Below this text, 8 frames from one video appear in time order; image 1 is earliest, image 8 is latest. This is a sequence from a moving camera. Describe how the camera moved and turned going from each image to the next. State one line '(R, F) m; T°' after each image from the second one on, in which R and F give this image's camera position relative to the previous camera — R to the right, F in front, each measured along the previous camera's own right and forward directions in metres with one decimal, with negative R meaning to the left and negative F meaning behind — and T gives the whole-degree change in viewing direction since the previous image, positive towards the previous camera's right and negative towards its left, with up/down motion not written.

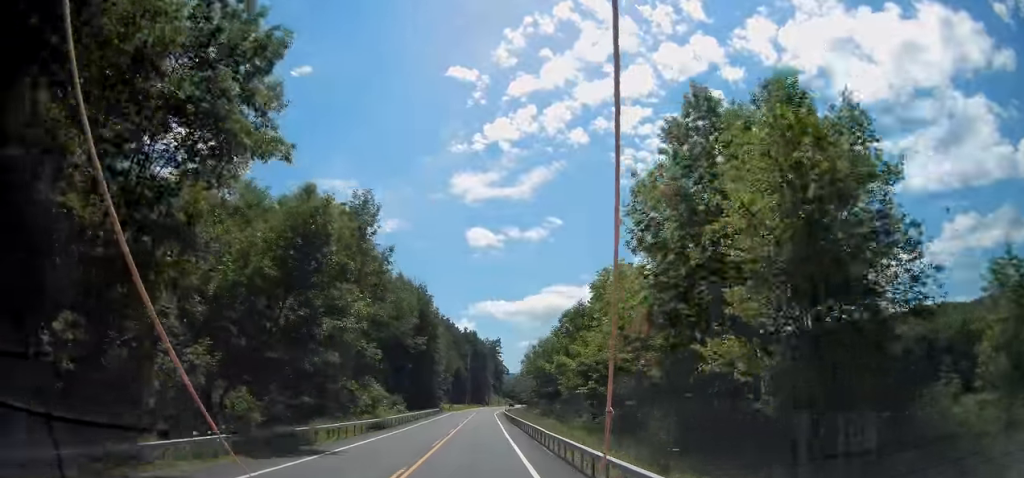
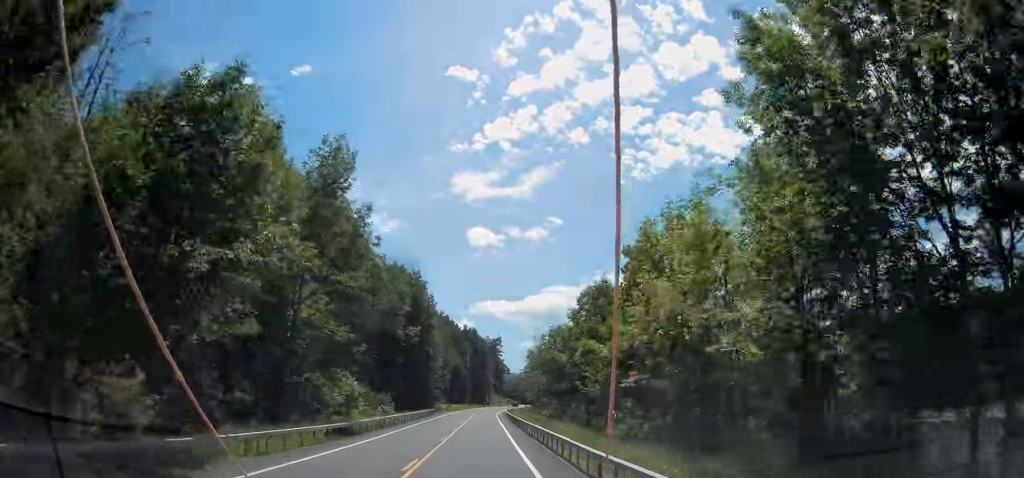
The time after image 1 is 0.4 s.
(+0.1, +9.8) m; 0°
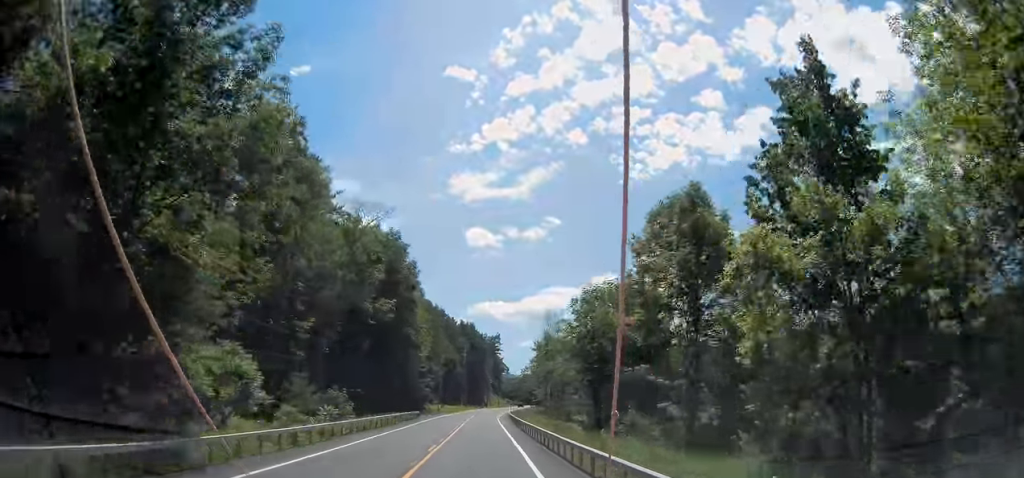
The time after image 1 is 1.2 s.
(-0.3, +18.8) m; 0°
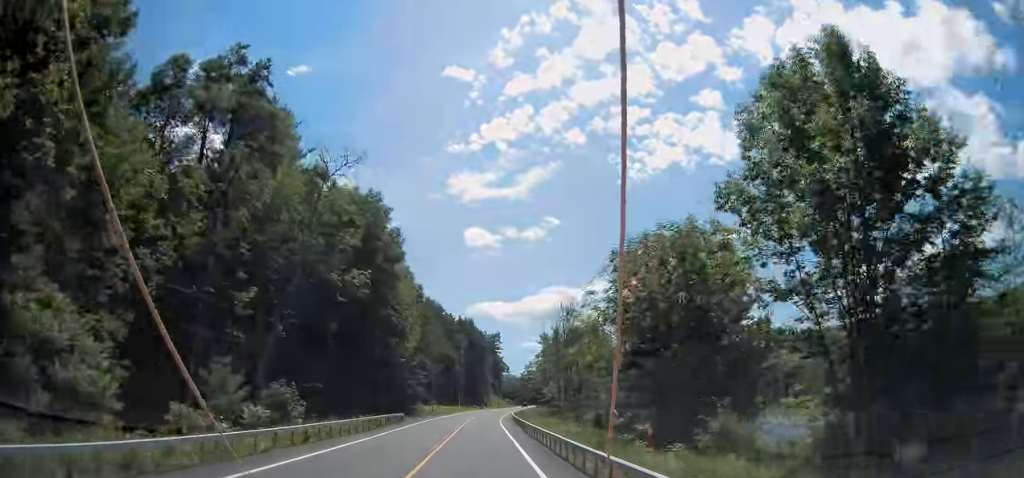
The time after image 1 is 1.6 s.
(0.0, +11.5) m; 0°
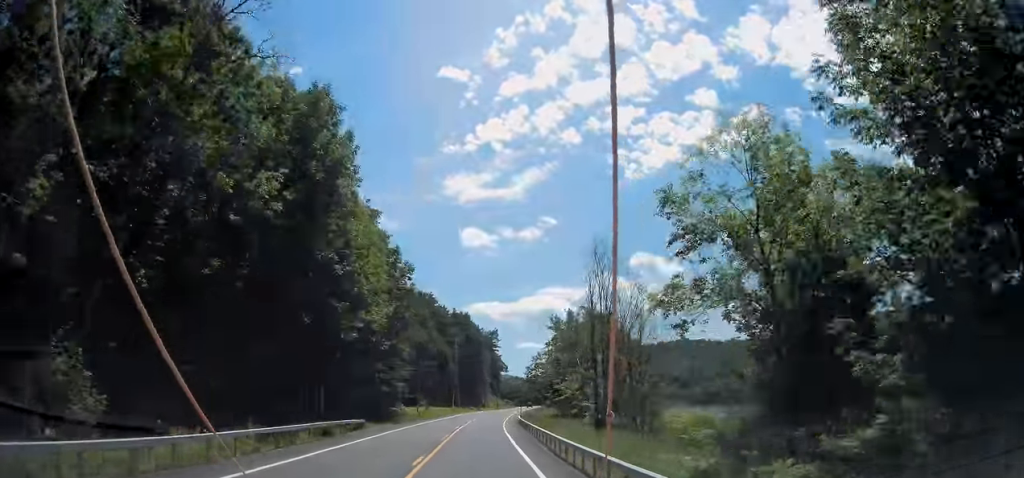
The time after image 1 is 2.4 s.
(+0.3, +18.0) m; +1°
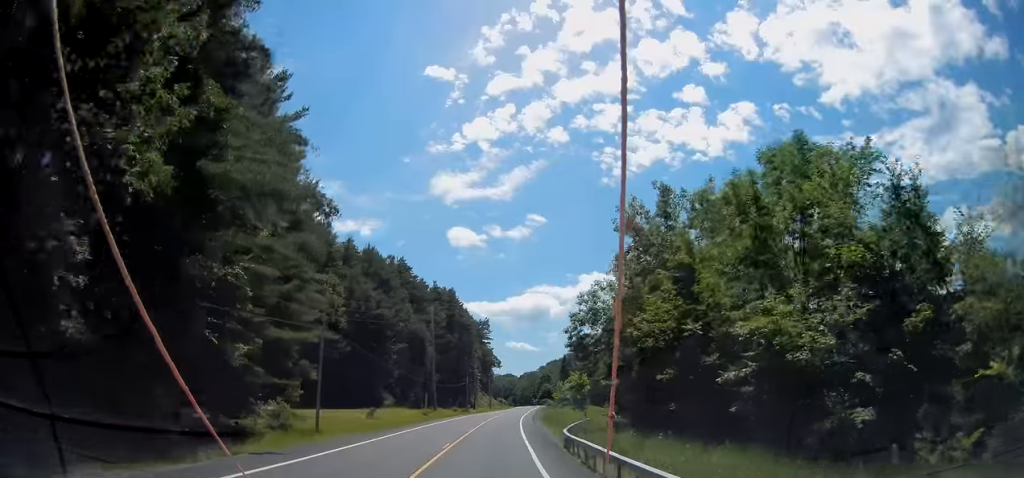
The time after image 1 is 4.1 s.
(-0.2, +42.5) m; 0°
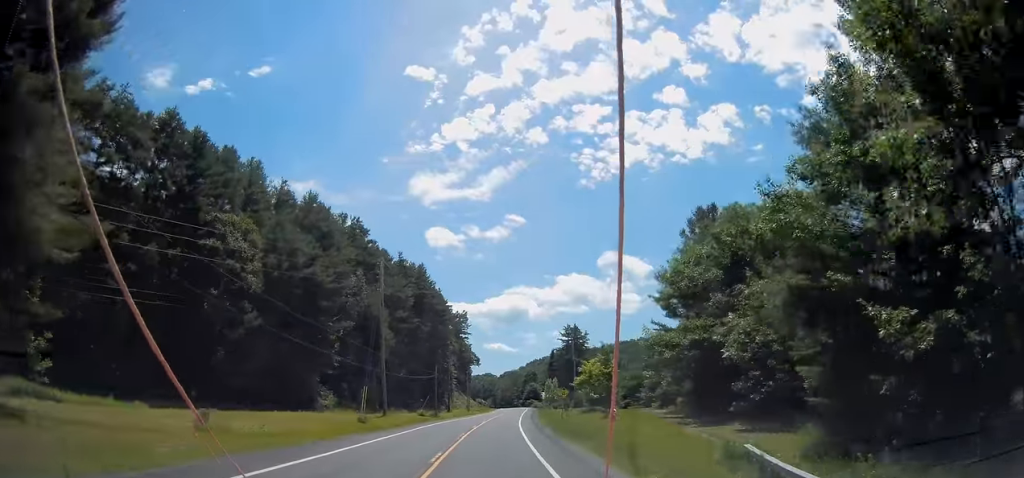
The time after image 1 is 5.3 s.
(+0.4, +29.4) m; +2°
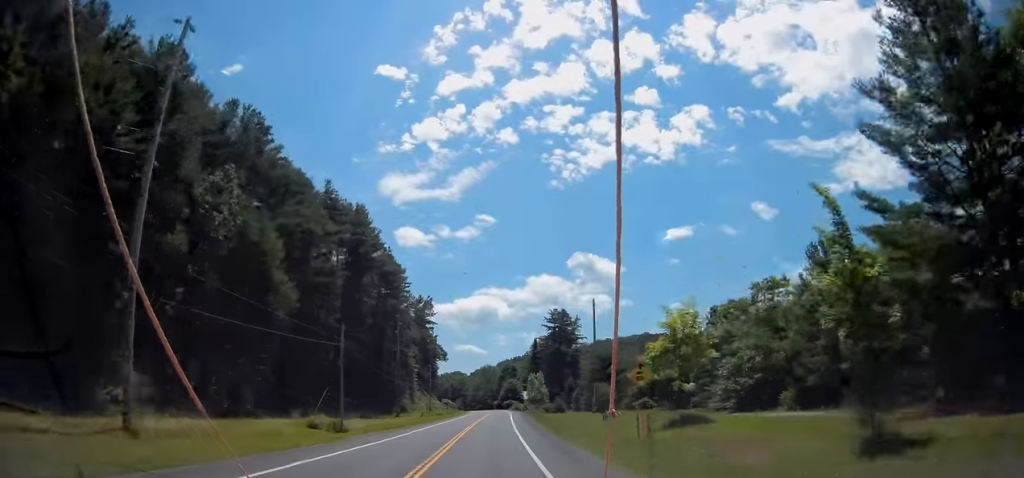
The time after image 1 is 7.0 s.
(+0.9, +40.8) m; +3°
